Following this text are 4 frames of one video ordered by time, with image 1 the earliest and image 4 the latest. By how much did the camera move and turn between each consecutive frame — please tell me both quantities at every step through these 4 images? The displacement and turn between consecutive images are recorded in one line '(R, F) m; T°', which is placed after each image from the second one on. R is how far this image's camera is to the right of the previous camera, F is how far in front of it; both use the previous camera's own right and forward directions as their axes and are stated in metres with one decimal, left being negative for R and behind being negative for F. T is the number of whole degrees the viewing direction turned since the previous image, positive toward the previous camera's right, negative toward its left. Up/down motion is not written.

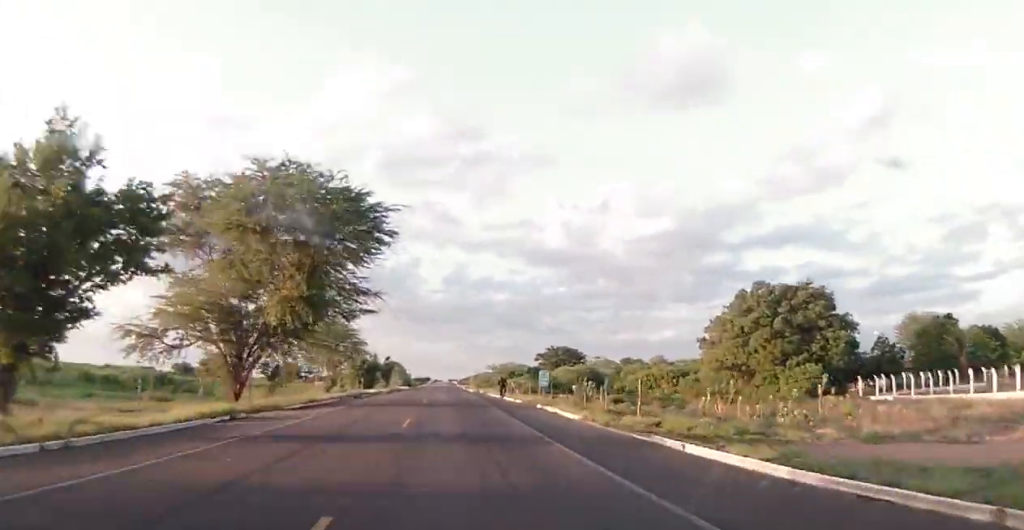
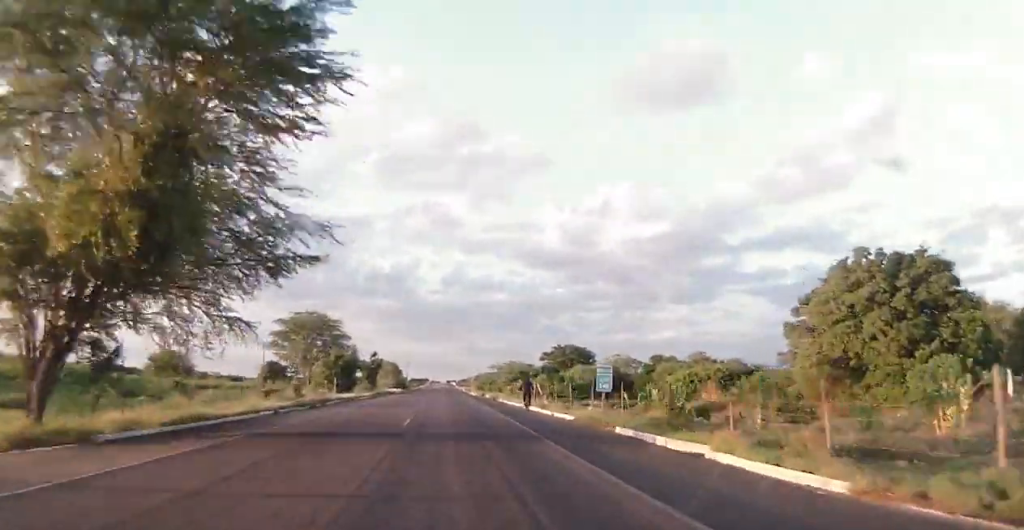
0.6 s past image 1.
(0.0, +17.4) m; 0°
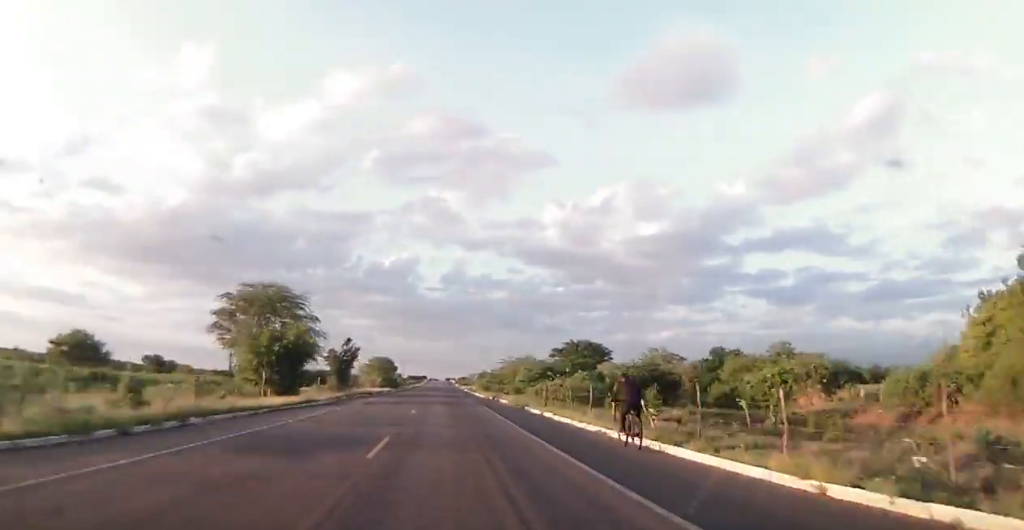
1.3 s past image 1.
(0.0, +22.5) m; 0°
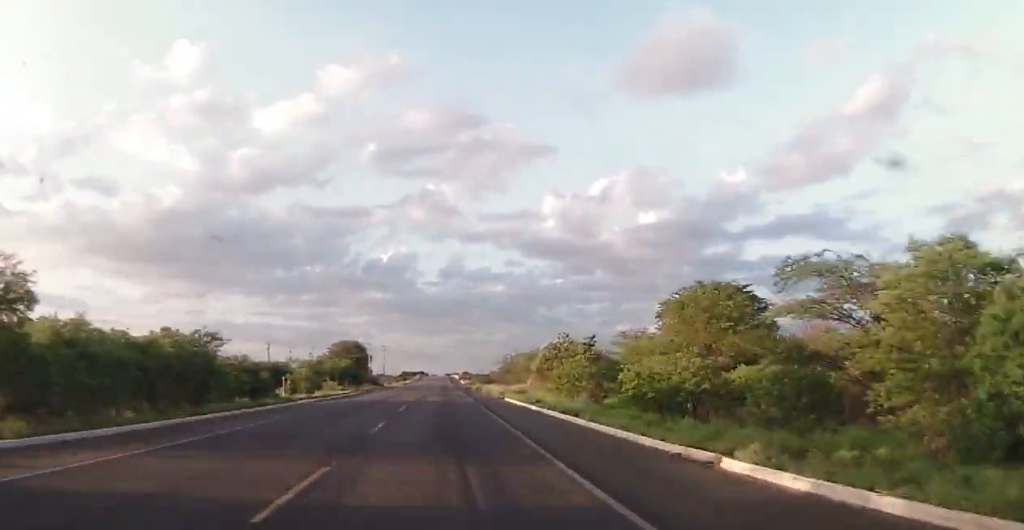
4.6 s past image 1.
(+0.6, +101.3) m; 0°
